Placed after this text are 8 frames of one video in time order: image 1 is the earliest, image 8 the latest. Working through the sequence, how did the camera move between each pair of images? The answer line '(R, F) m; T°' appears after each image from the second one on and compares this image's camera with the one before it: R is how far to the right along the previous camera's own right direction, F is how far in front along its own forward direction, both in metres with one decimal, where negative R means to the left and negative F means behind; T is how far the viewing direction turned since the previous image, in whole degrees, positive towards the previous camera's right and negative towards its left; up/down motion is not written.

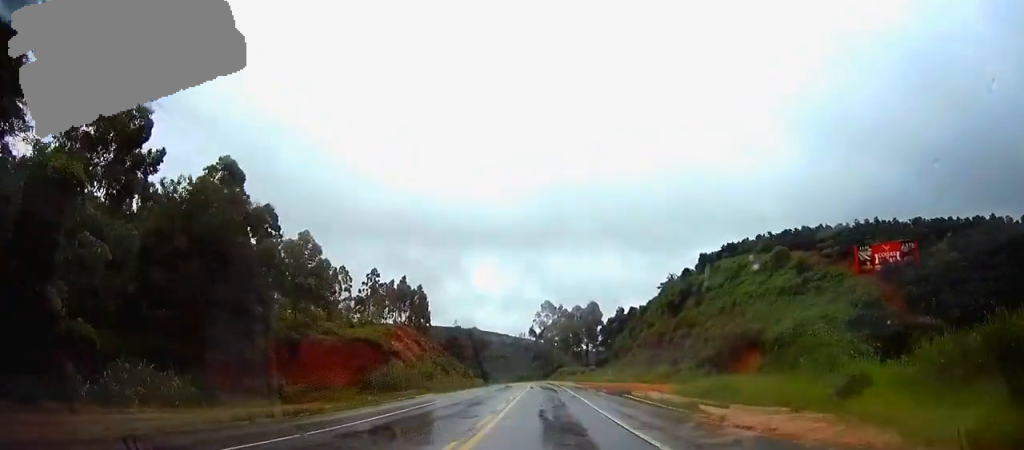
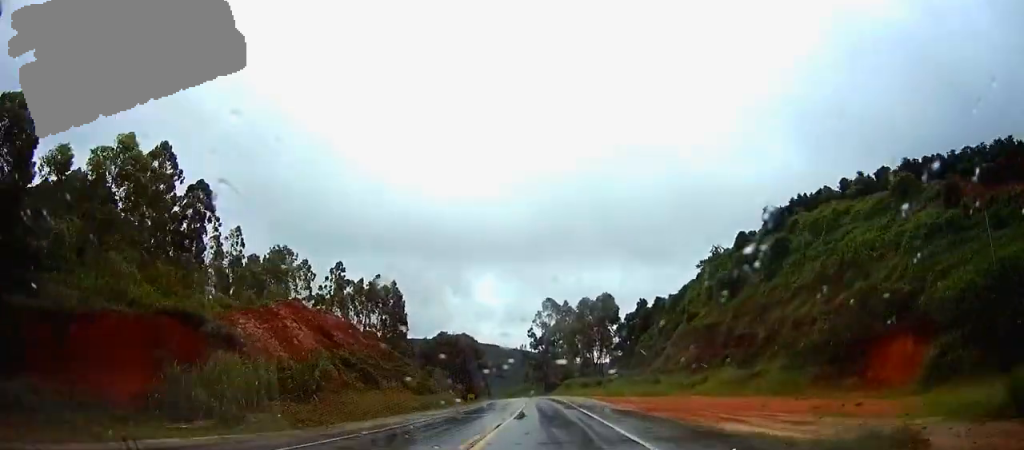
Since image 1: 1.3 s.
(-0.1, +36.7) m; 0°
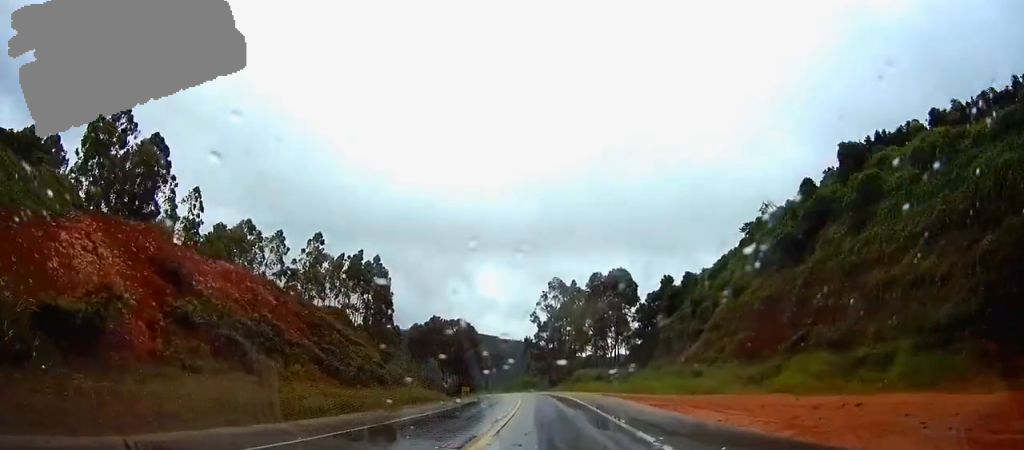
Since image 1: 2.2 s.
(0.0, +22.1) m; 0°
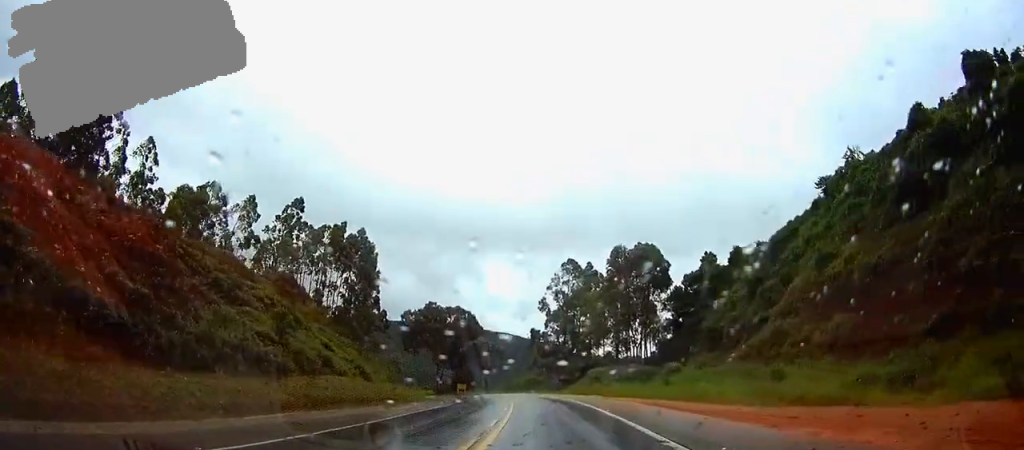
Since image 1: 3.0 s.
(-0.1, +22.0) m; -1°
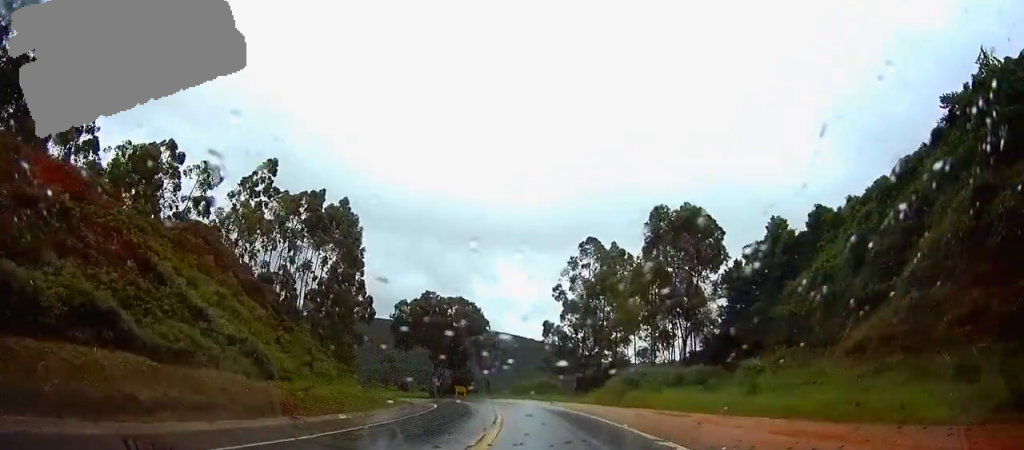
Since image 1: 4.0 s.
(-0.3, +22.3) m; -1°
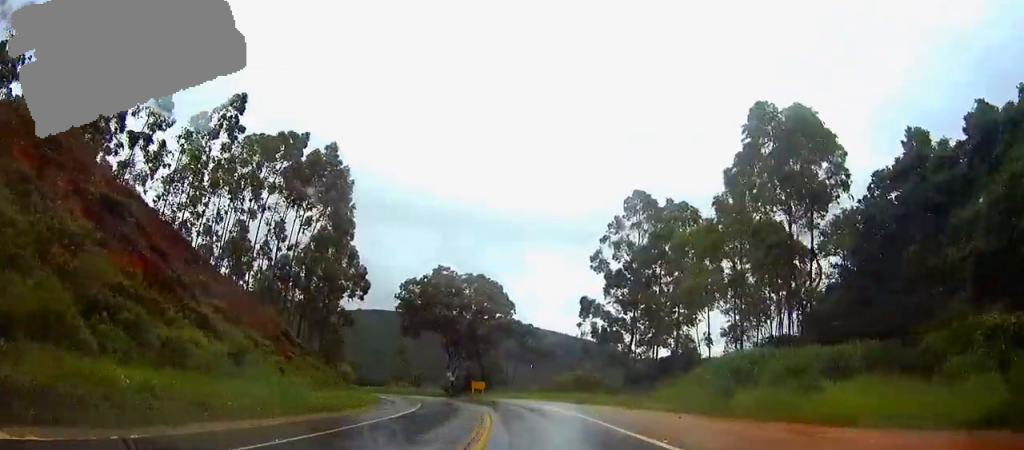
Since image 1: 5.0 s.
(-0.3, +24.0) m; -8°
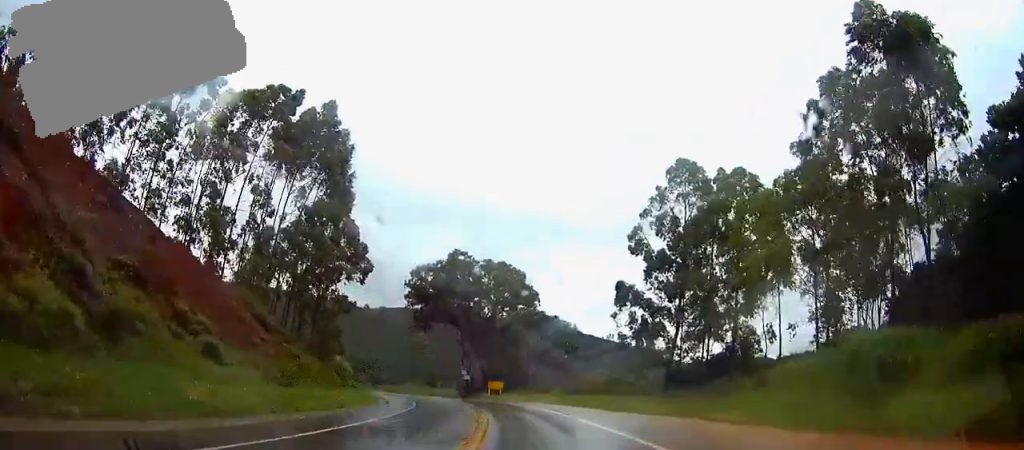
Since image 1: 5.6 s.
(-1.5, +12.9) m; -4°
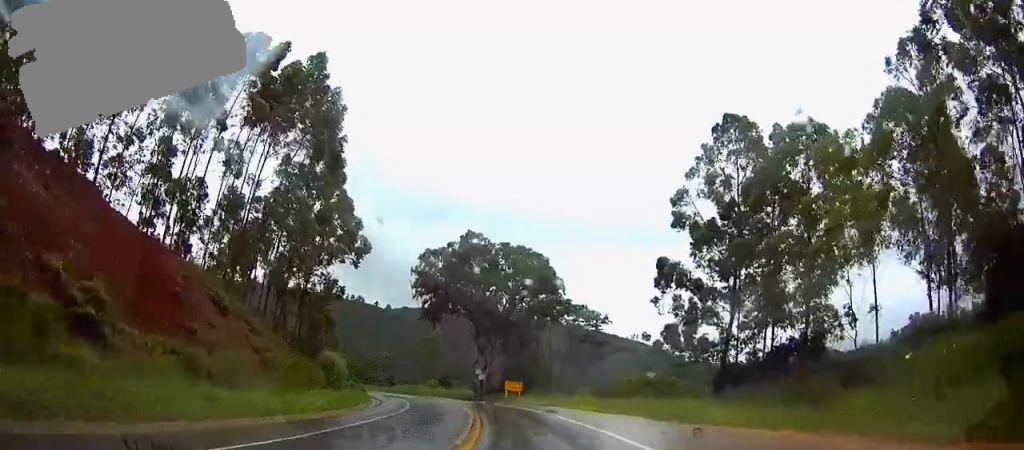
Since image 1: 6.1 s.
(-0.7, +12.2) m; -4°
